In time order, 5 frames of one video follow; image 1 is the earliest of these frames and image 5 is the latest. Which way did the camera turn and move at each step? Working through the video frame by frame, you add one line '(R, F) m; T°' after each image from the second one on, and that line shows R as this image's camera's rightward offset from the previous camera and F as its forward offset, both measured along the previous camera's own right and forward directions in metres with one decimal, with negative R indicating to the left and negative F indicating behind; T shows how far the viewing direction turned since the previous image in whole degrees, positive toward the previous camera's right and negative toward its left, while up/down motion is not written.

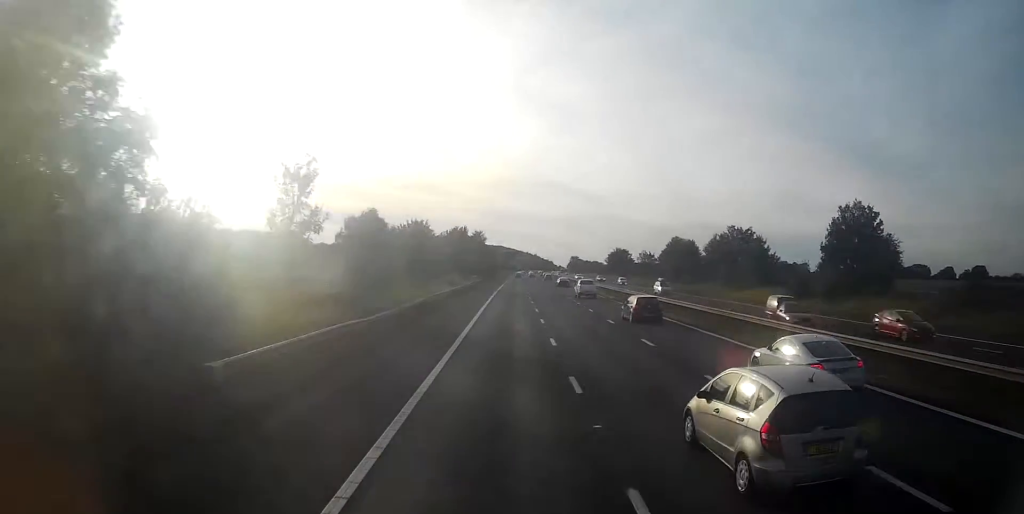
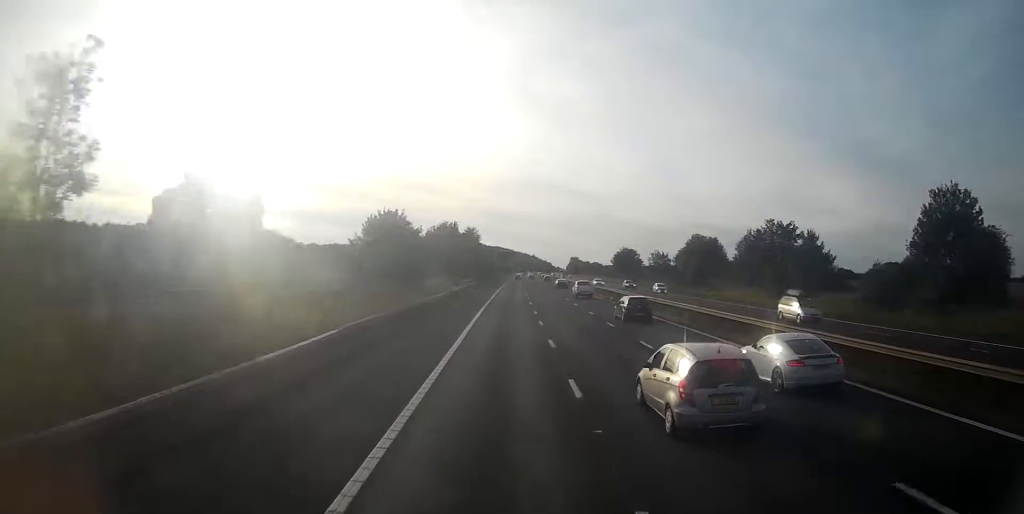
(+0.2, +18.2) m; 0°
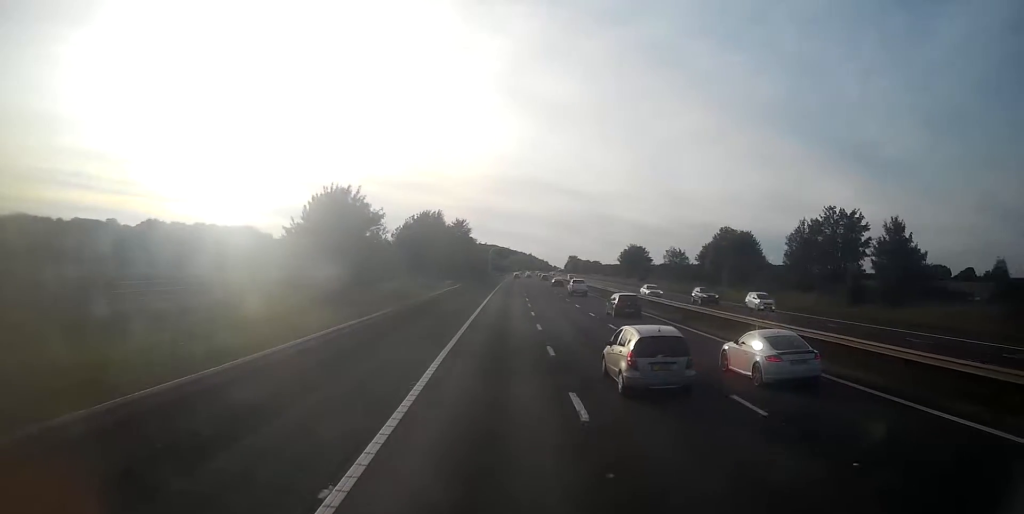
(-0.4, +20.0) m; 0°
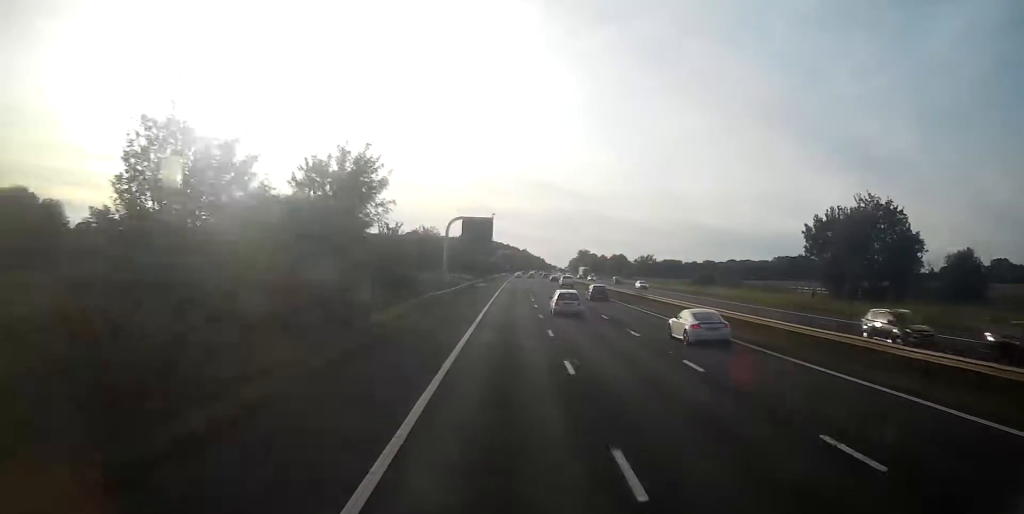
(+0.4, +130.3) m; +1°
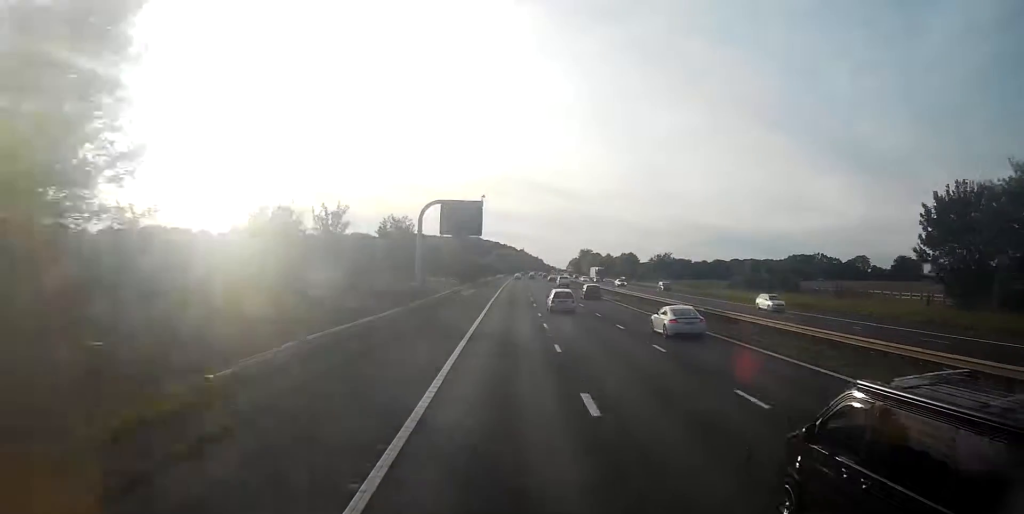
(+0.4, +23.6) m; +1°
